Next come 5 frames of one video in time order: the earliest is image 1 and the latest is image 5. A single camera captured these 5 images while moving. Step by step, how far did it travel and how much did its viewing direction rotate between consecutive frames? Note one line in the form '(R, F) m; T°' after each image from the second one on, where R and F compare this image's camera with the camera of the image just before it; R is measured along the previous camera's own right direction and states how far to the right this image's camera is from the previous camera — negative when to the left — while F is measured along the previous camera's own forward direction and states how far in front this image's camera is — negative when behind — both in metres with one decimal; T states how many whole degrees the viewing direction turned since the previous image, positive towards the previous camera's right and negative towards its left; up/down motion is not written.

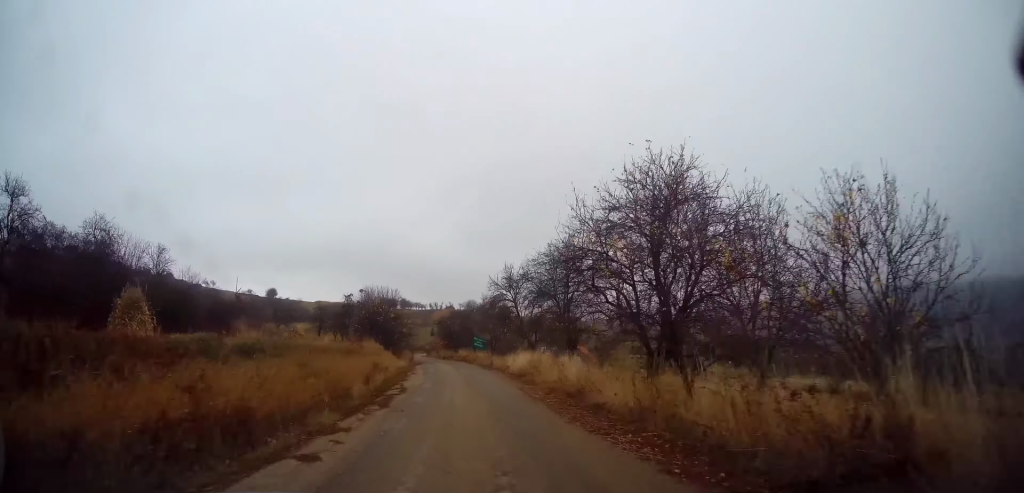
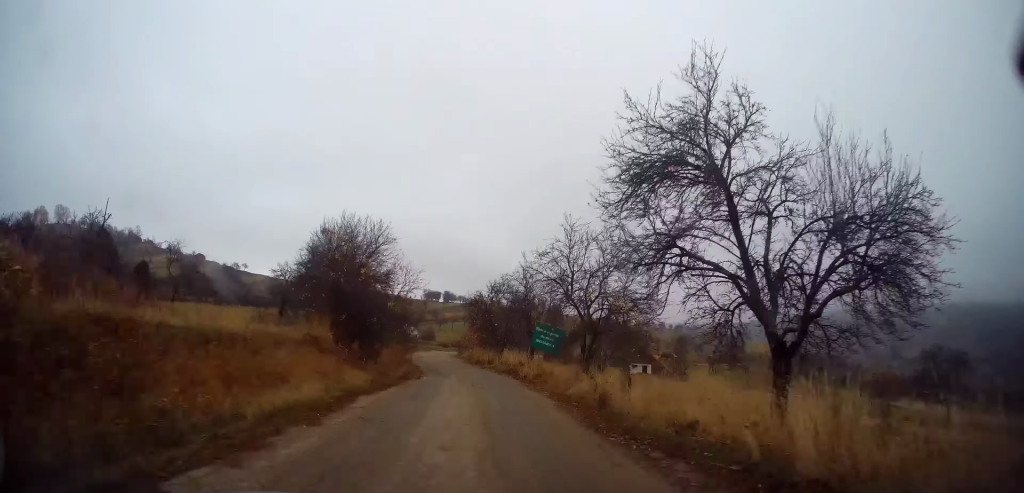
(-1.1, +21.5) m; -5°
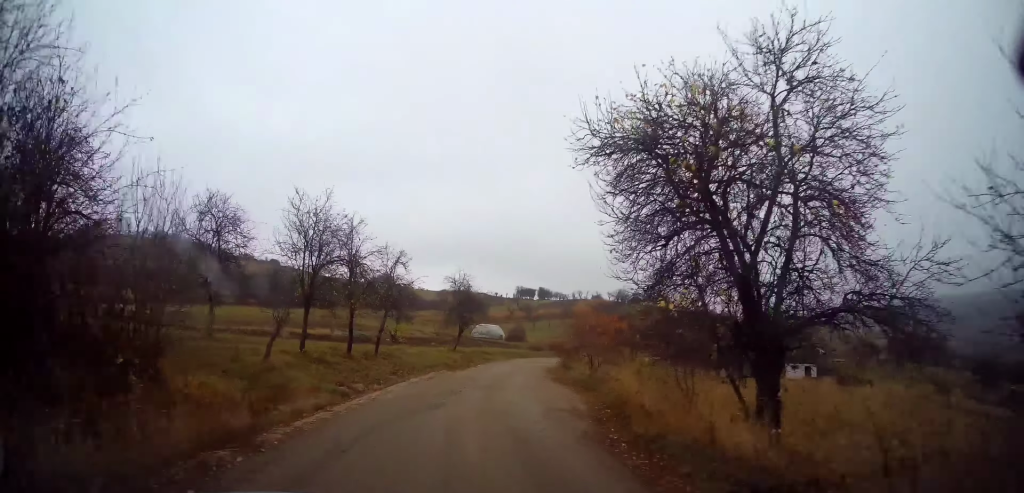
(-1.9, +27.4) m; -10°
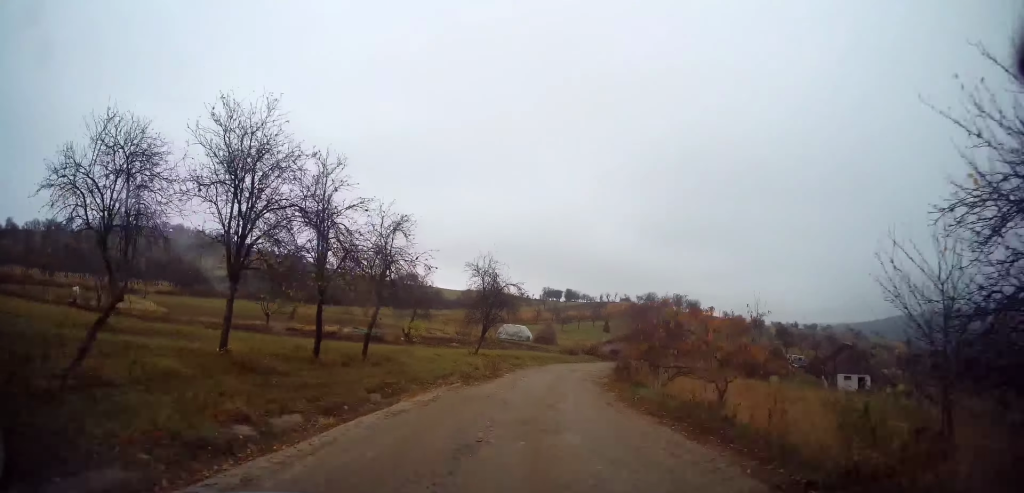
(-0.4, +7.5) m; -2°
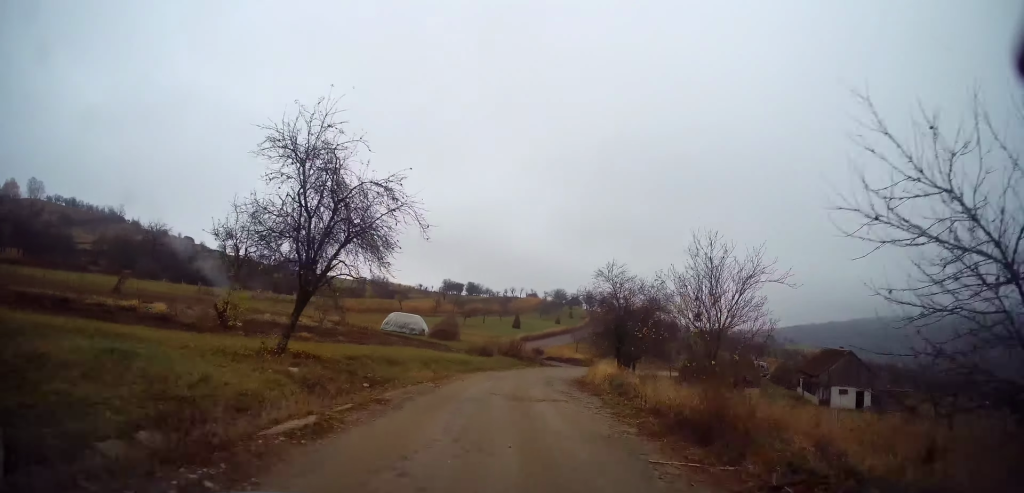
(+1.0, +18.6) m; +7°
